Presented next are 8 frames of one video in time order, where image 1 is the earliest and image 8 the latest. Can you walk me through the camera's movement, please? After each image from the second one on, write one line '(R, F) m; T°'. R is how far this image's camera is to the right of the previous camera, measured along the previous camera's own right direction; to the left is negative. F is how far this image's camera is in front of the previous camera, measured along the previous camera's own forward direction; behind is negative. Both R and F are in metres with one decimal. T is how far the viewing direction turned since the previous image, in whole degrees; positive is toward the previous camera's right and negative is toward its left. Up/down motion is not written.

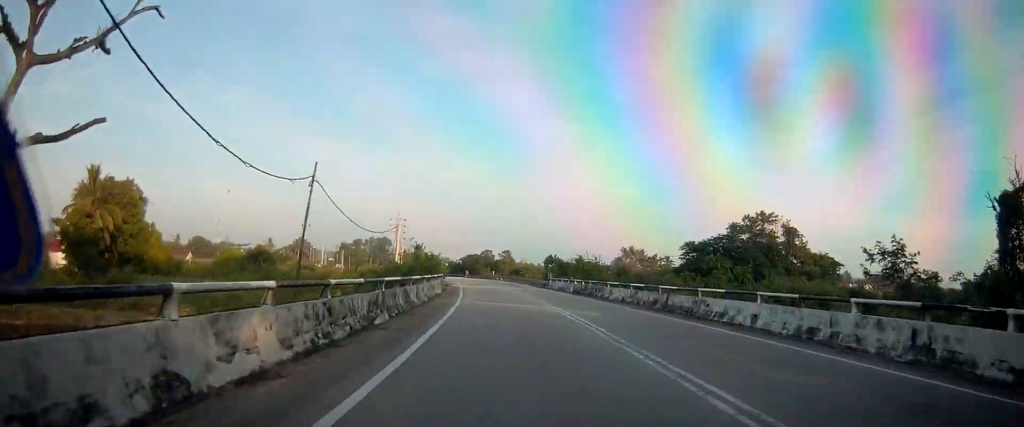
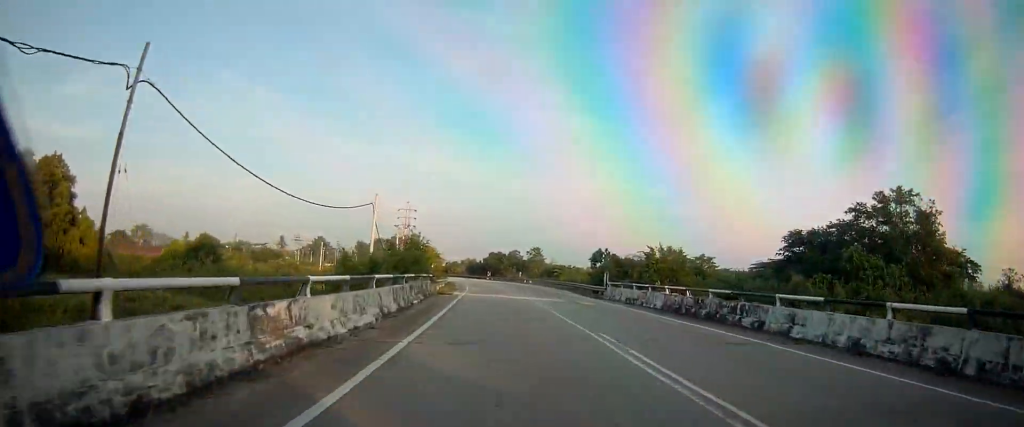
(-0.4, +21.9) m; -4°
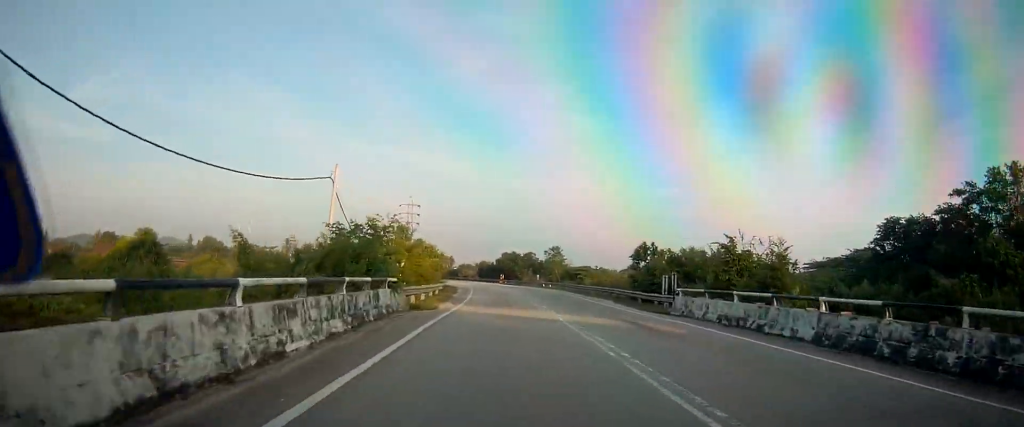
(-0.4, +12.9) m; -2°
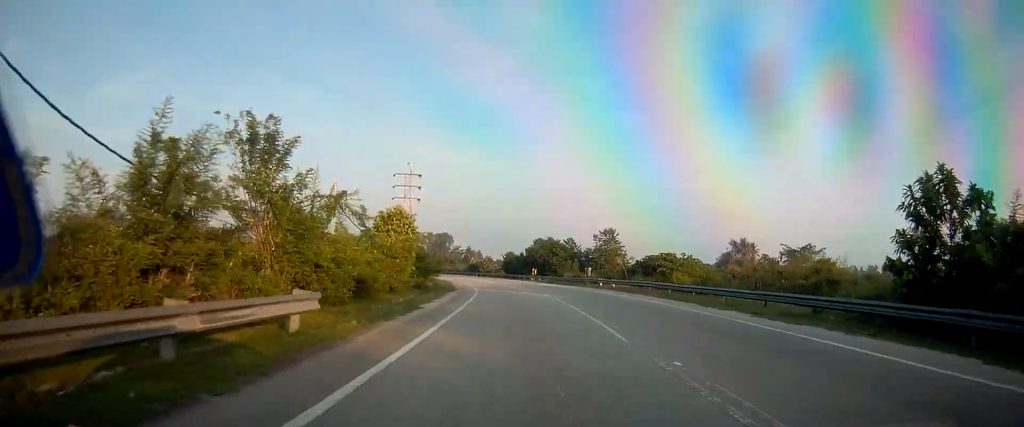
(-1.0, +28.0) m; -3°
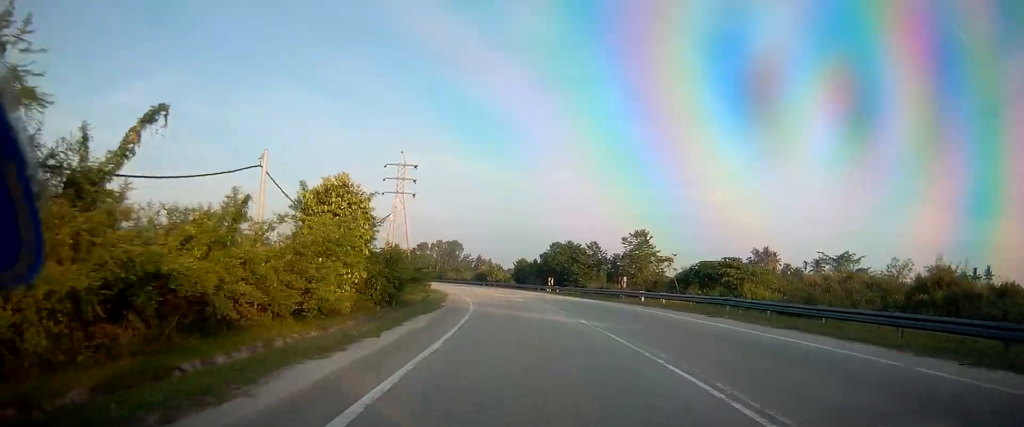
(0.0, +12.0) m; -1°
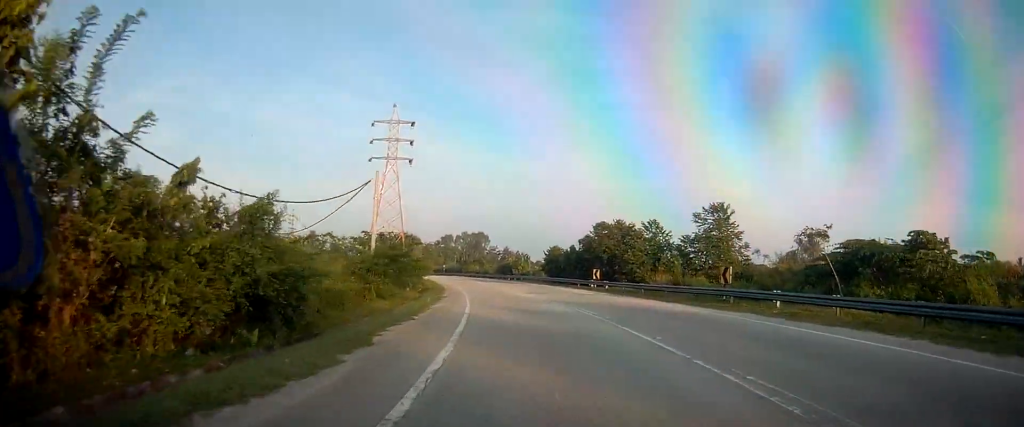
(-0.2, +16.2) m; -2°
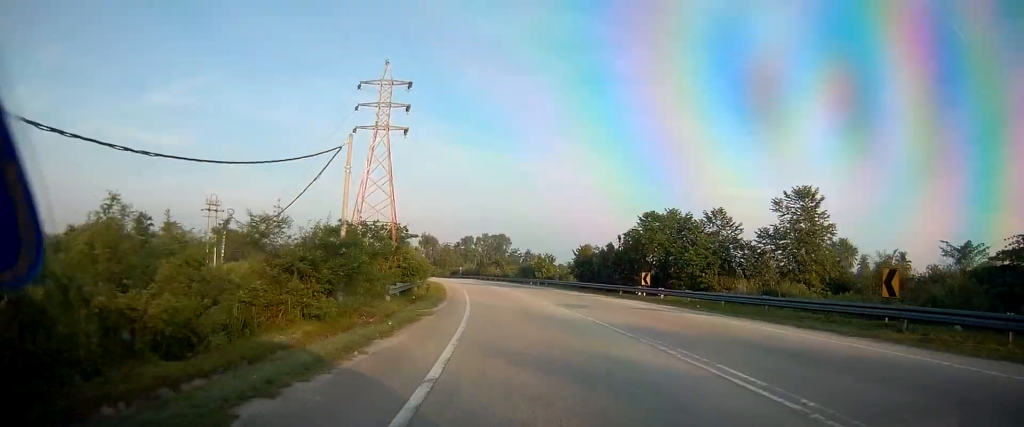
(-0.2, +10.8) m; -2°
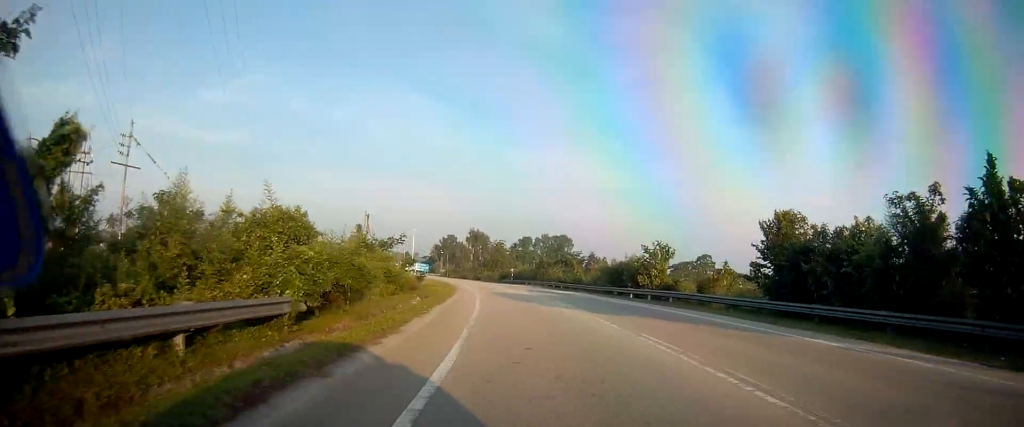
(-2.0, +34.4) m; -6°
